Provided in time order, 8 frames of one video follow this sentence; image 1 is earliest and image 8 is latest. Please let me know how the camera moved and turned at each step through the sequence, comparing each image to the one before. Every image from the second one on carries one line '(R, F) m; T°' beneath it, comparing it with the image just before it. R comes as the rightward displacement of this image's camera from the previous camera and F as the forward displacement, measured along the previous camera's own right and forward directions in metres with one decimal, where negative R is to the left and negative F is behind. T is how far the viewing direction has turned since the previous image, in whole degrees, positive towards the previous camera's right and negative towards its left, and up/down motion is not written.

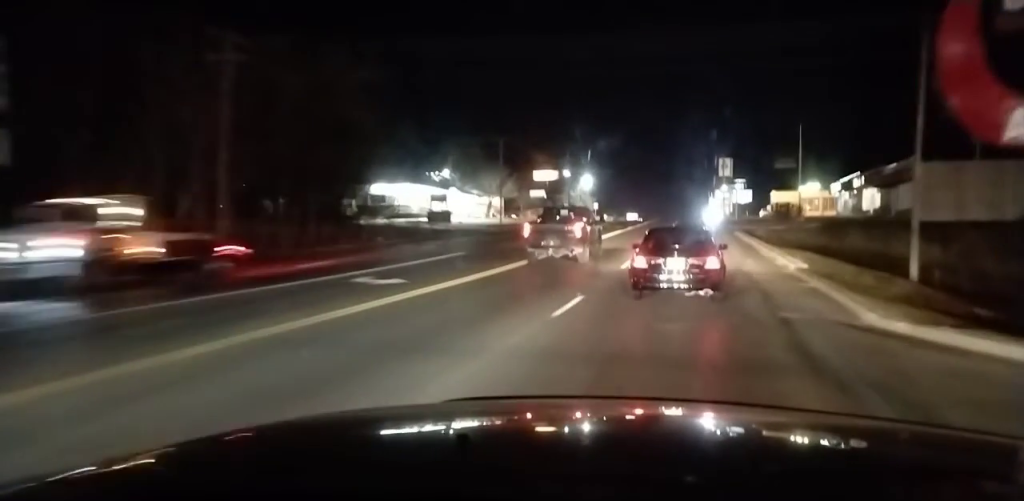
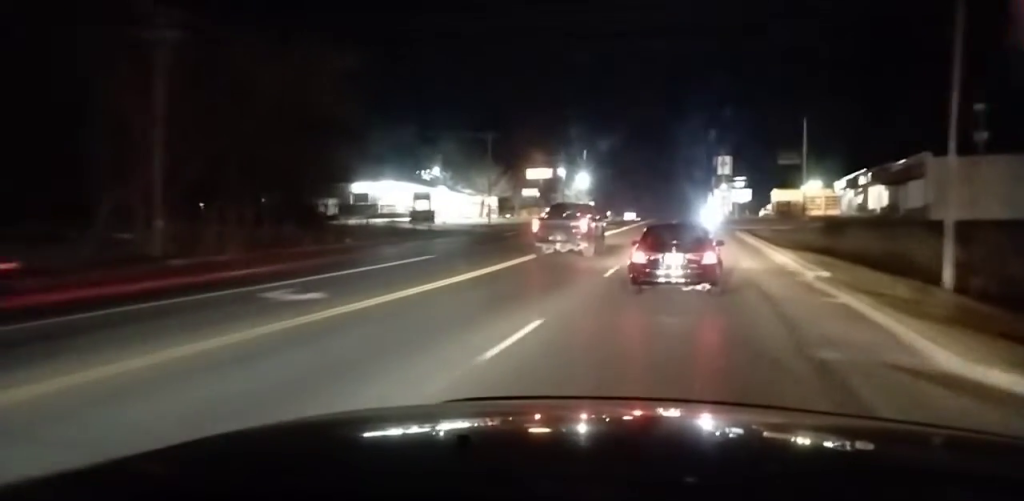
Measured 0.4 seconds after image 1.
(0.0, +4.1) m; 0°
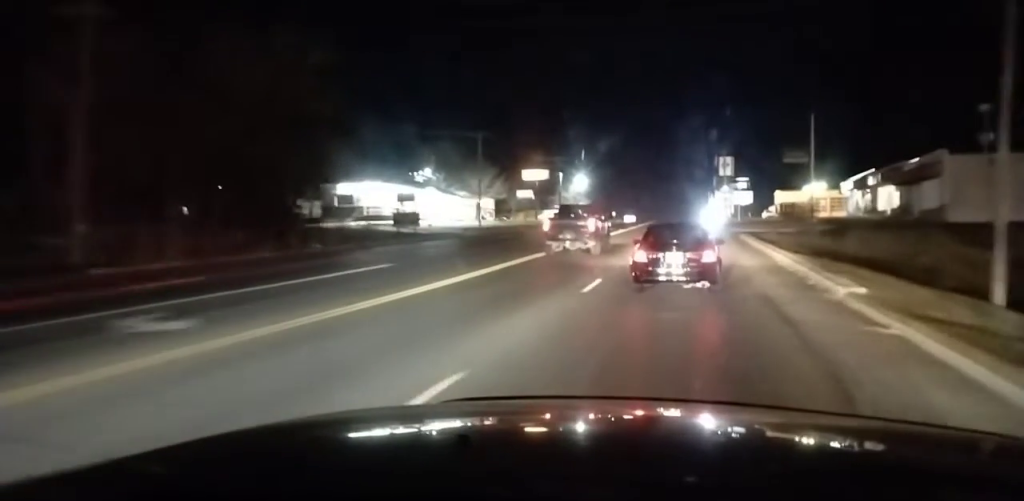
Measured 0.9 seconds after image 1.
(0.0, +4.5) m; 0°
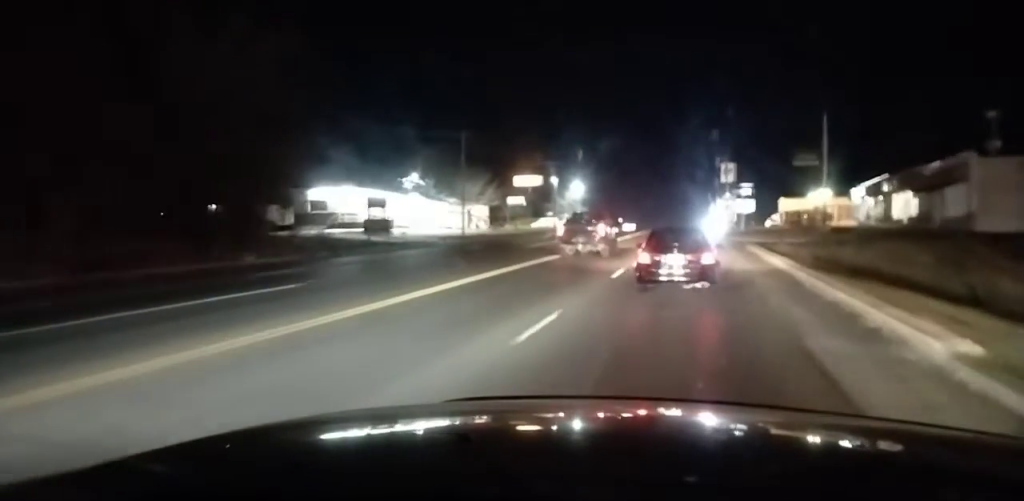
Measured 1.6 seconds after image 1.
(0.0, +6.9) m; 0°
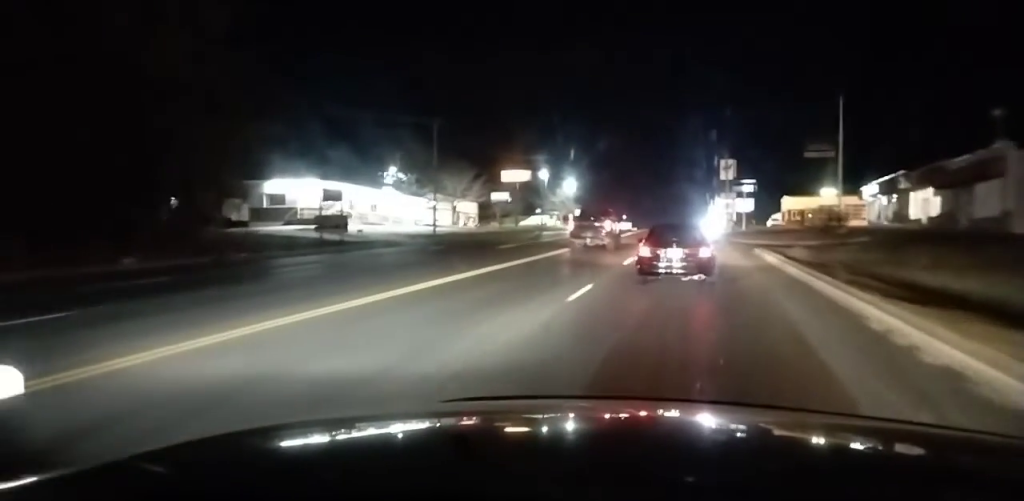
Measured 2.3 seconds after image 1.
(0.0, +7.5) m; 0°
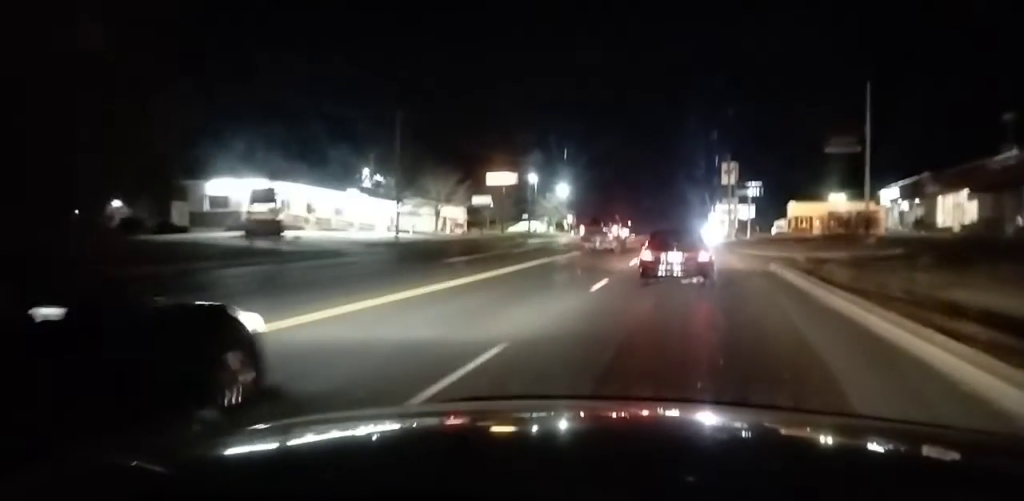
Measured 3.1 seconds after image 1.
(0.0, +9.2) m; 0°
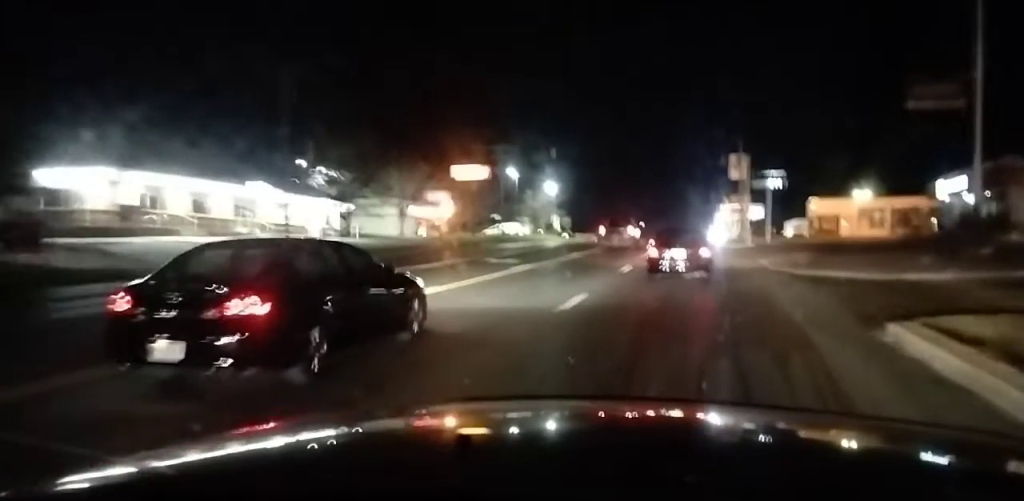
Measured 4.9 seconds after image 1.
(0.0, +19.7) m; 0°
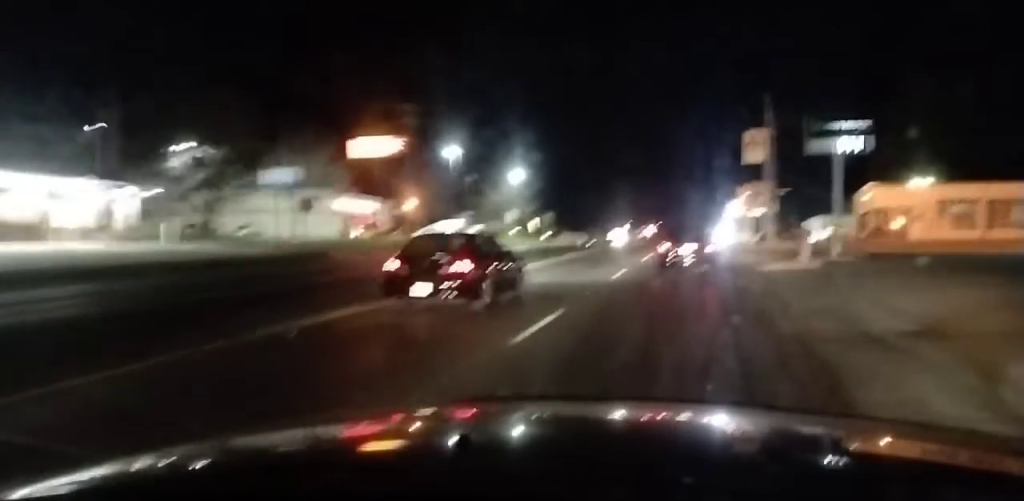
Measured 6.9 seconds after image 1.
(0.0, +25.0) m; 0°
